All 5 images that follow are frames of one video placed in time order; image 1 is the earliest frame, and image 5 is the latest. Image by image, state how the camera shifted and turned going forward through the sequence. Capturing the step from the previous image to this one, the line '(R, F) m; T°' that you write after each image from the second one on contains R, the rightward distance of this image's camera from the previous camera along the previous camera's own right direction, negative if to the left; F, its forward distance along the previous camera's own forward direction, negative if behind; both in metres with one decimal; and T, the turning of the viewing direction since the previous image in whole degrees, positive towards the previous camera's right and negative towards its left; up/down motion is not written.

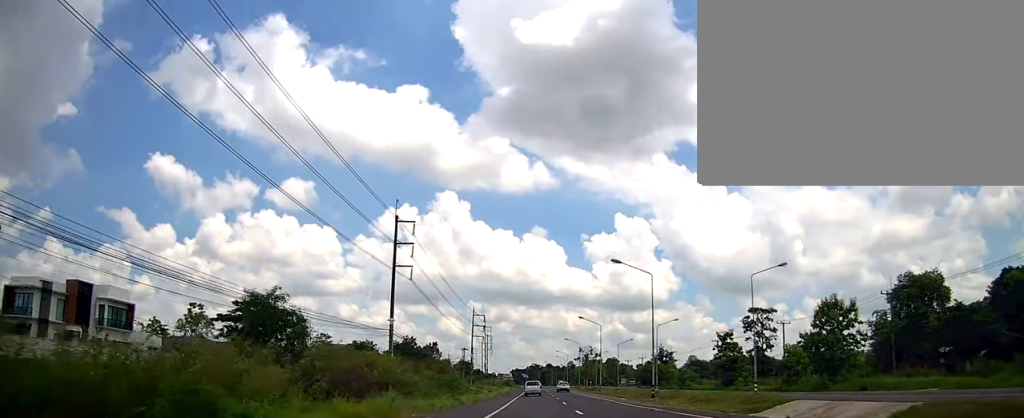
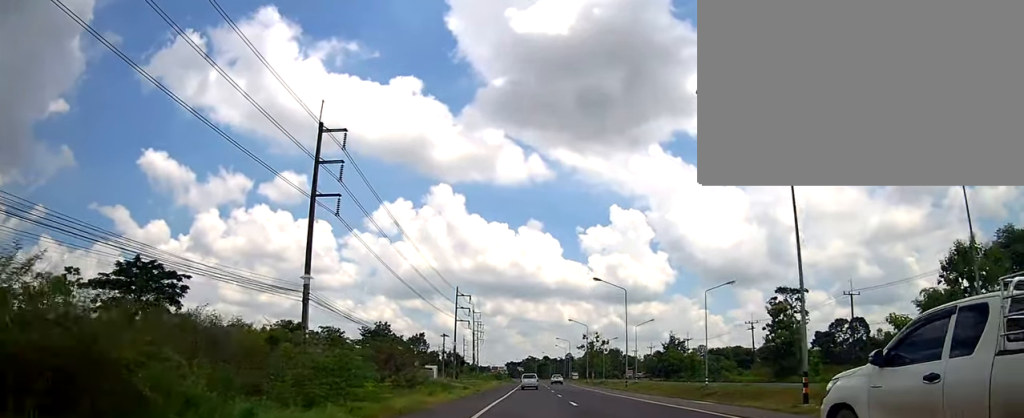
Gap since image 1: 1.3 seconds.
(+0.4, +22.8) m; 0°
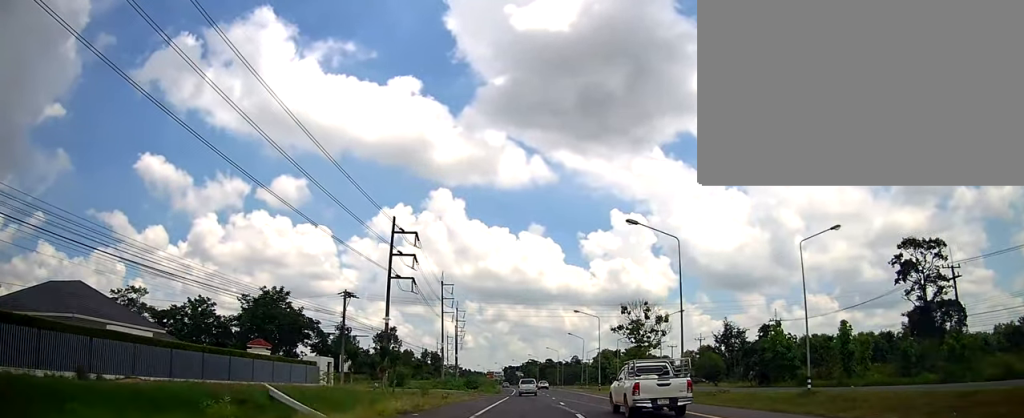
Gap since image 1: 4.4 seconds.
(0.0, +54.8) m; +1°
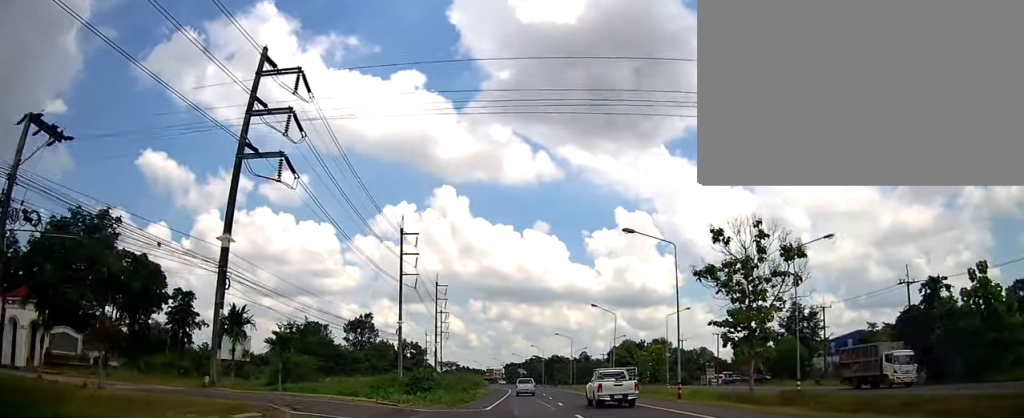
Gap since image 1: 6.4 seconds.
(+0.4, +35.3) m; -1°
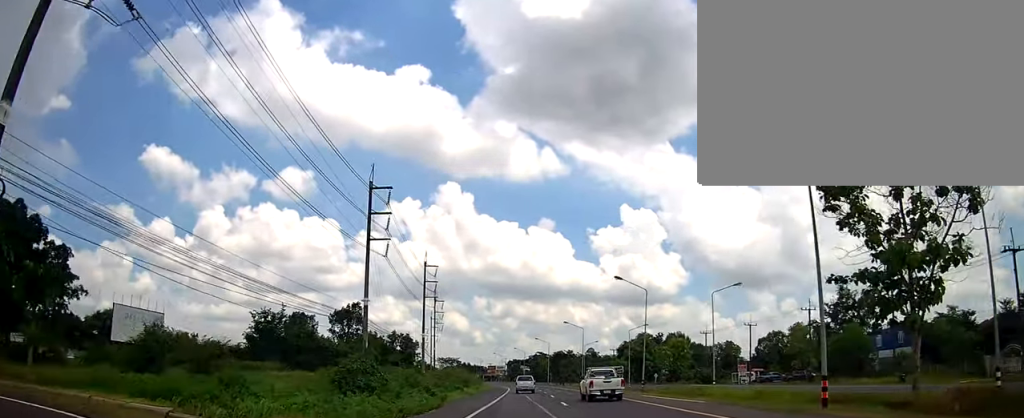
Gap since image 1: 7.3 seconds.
(-0.5, +15.7) m; 0°
